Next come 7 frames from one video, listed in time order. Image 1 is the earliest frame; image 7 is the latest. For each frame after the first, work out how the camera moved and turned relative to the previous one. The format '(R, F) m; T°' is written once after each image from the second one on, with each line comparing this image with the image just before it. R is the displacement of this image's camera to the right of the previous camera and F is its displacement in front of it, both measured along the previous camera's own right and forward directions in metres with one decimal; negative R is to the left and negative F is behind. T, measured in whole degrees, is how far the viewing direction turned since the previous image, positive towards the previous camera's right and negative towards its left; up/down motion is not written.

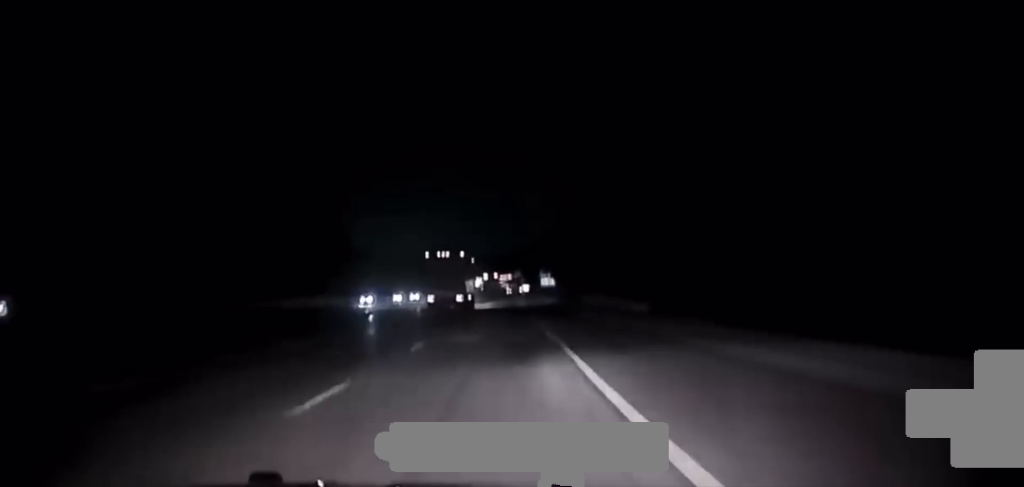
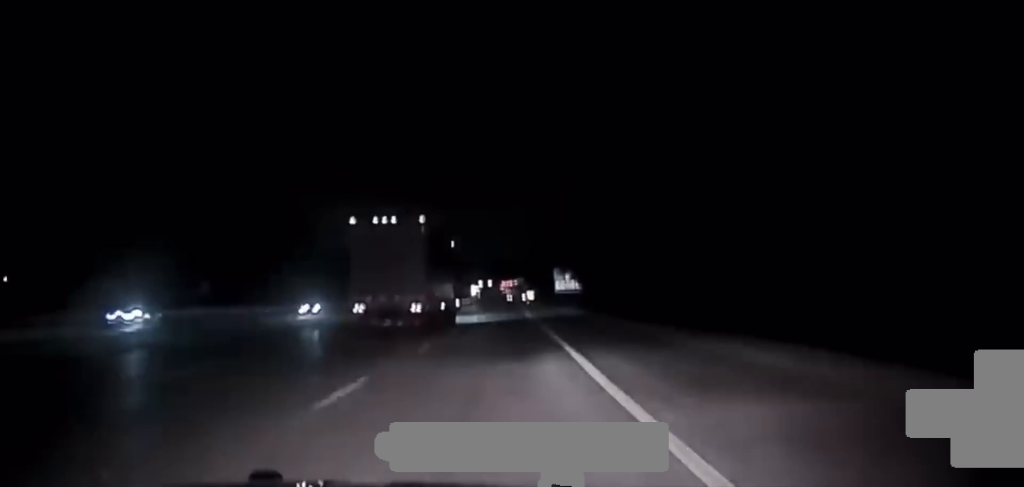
(-0.1, +70.6) m; 0°
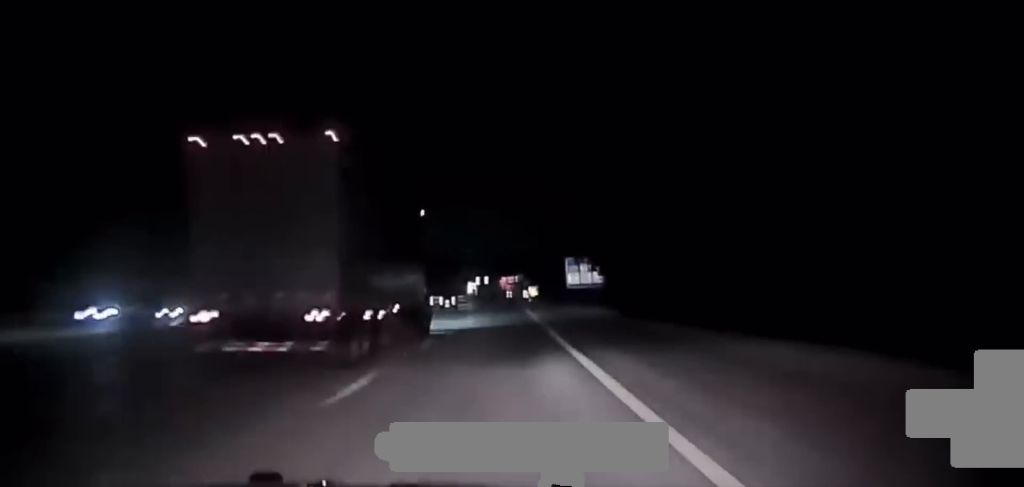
(0.0, +35.5) m; 0°
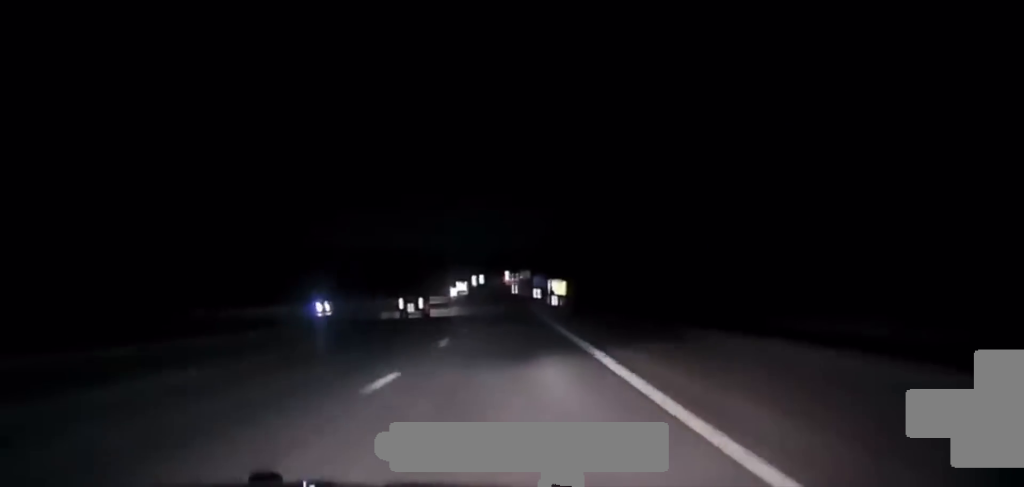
(+0.2, +133.3) m; 0°
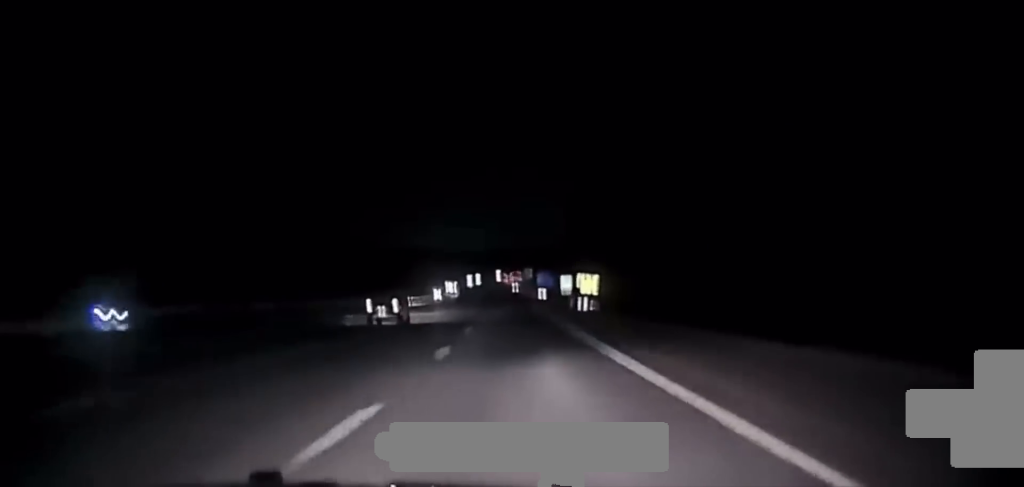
(0.0, +53.1) m; 0°
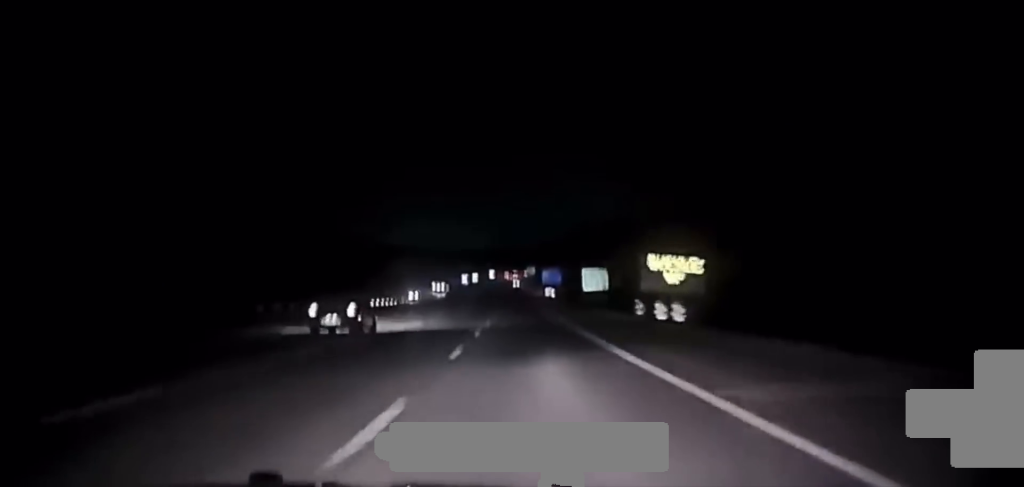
(-0.1, +49.0) m; 0°
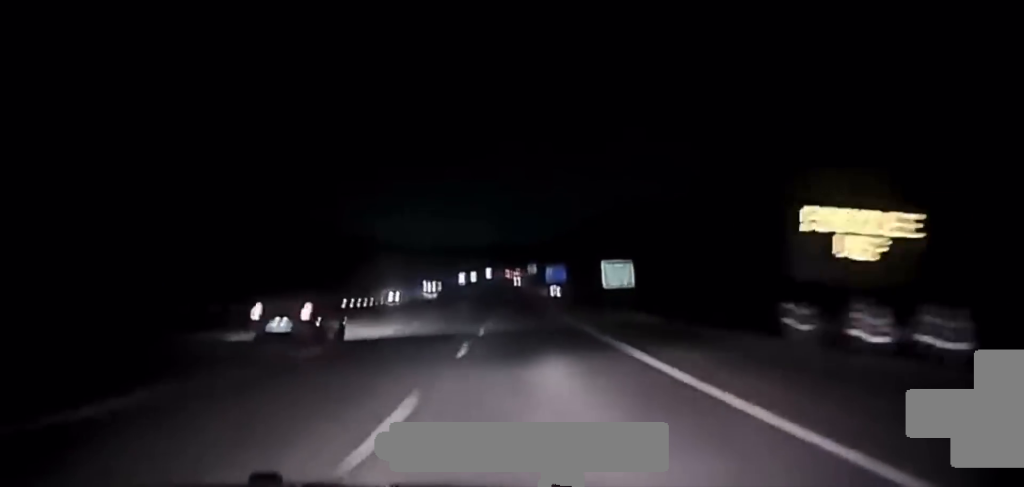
(-0.2, +23.5) m; 0°
